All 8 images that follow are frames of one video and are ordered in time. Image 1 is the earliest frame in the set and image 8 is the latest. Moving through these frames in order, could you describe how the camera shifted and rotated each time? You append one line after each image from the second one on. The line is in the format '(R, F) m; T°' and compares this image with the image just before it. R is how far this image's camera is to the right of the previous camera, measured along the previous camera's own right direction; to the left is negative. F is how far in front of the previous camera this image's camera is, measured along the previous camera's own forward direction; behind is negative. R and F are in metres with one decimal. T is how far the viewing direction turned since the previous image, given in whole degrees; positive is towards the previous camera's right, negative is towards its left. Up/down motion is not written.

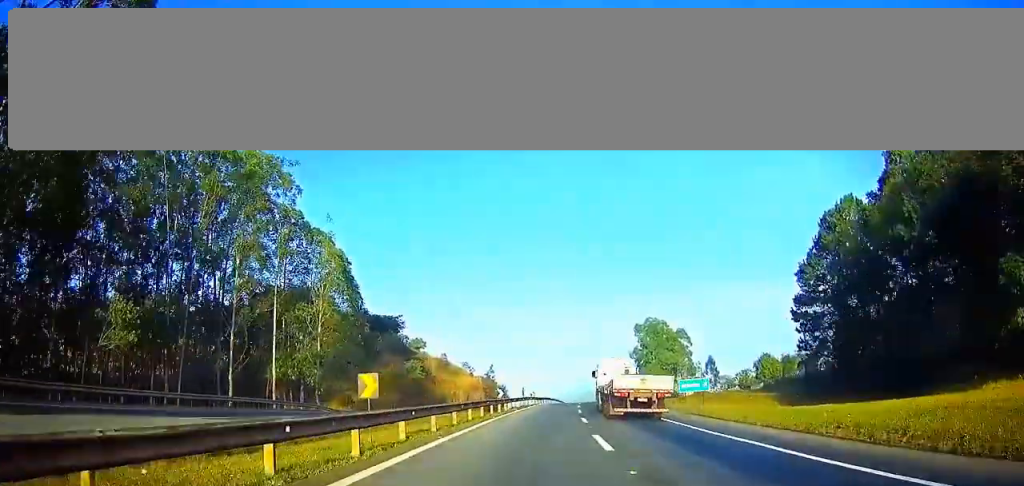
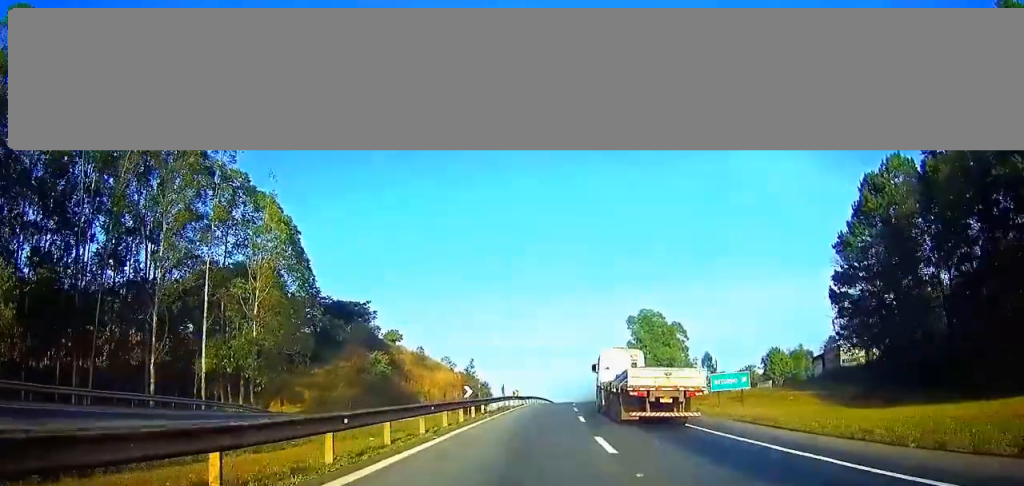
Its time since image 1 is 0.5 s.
(0.0, +13.6) m; 0°
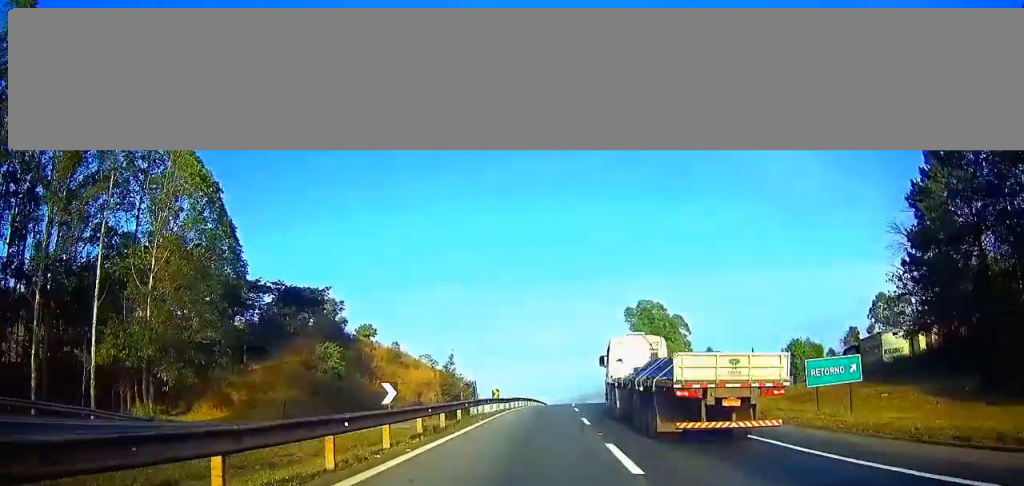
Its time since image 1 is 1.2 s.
(0.0, +15.9) m; 0°
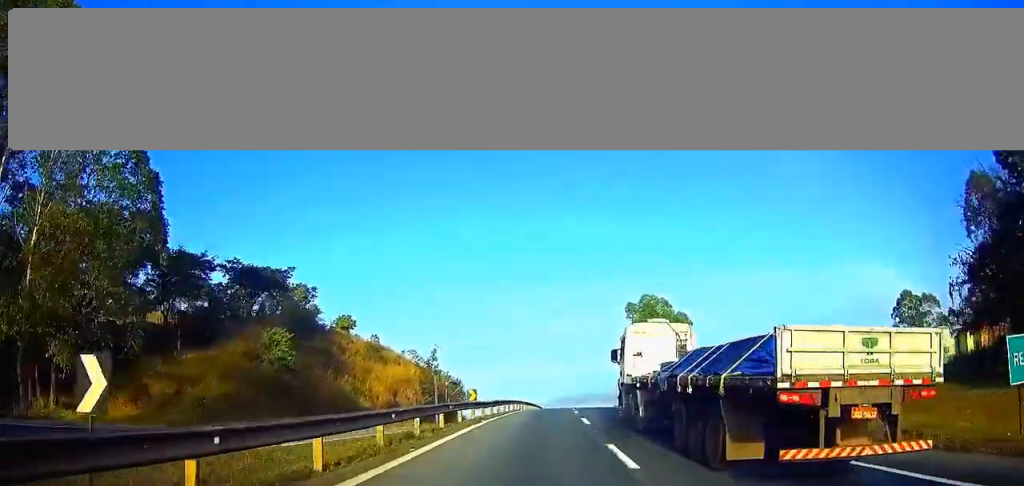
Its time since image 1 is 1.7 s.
(0.0, +12.4) m; 0°
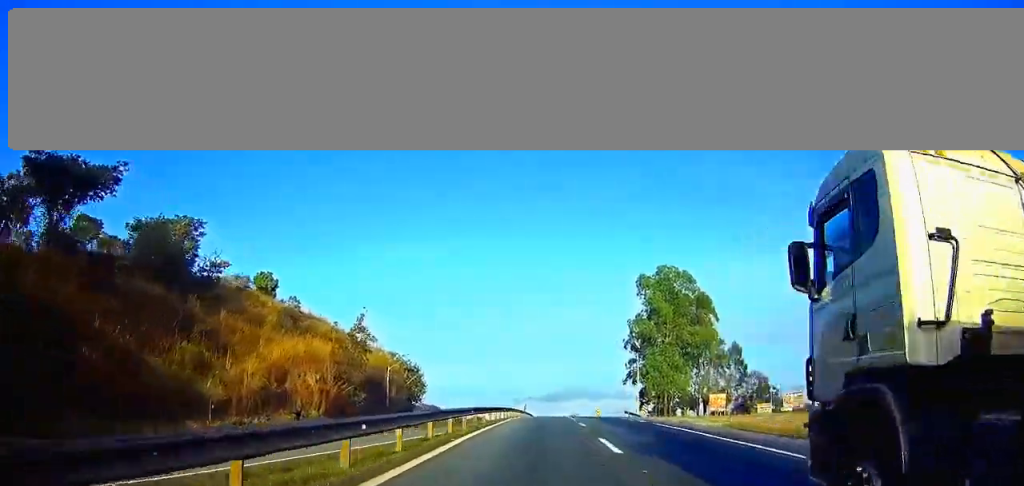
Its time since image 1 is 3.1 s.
(0.0, +35.4) m; 0°
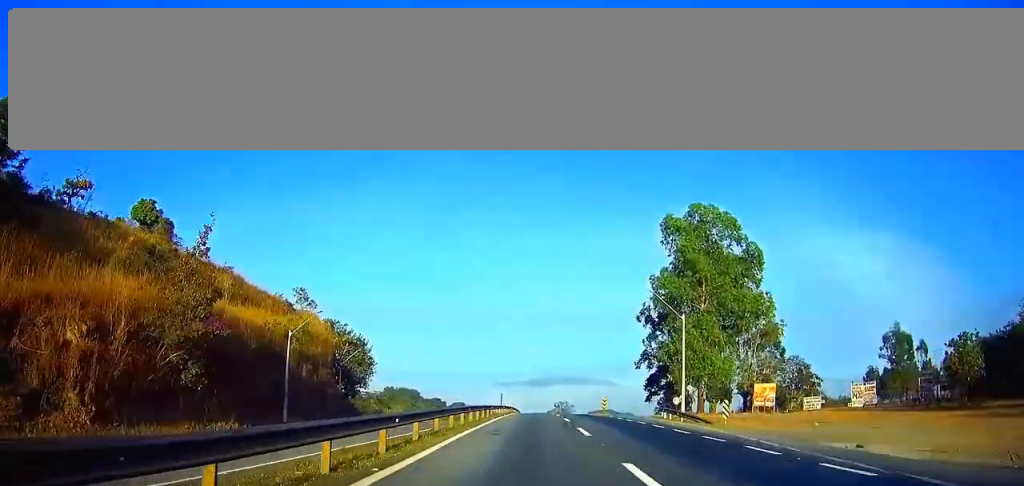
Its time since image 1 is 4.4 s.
(0.0, +32.5) m; 0°
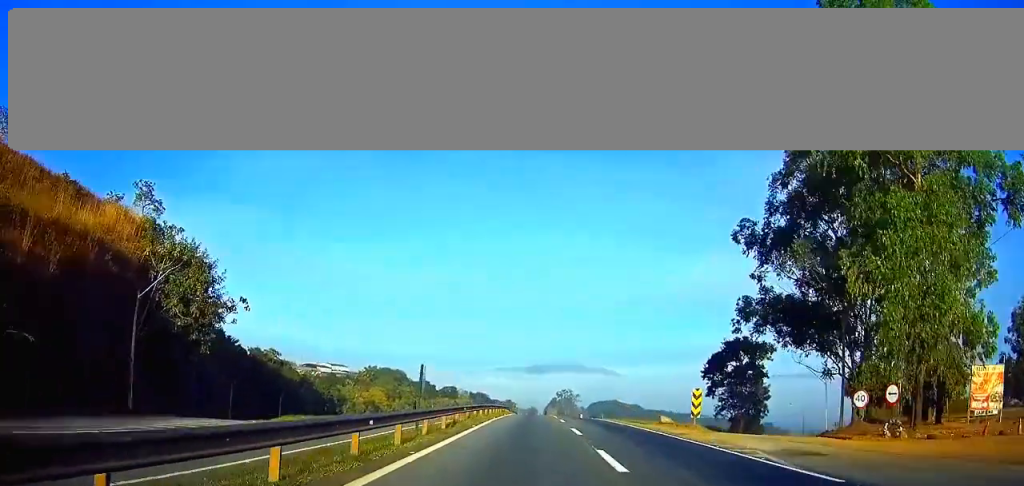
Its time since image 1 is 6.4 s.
(0.0, +50.0) m; 0°
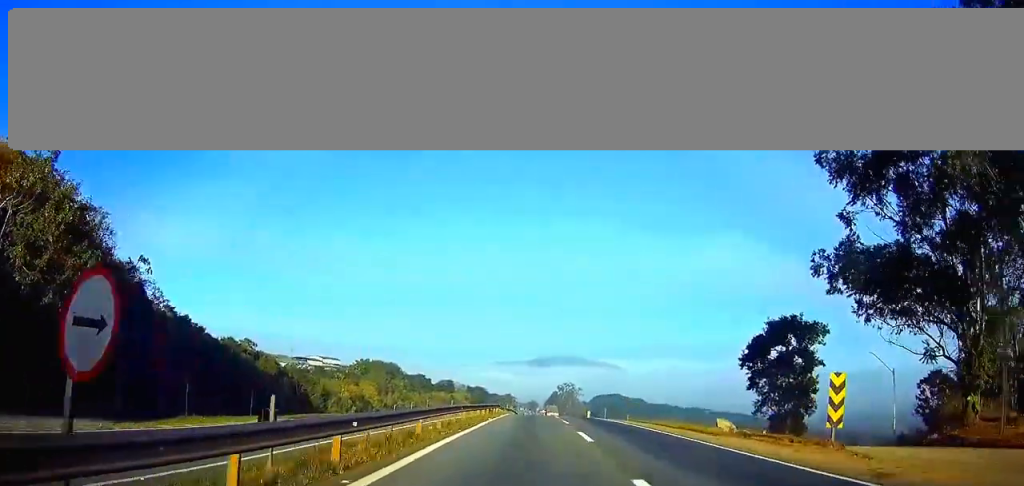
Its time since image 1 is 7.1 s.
(0.0, +17.6) m; +1°
